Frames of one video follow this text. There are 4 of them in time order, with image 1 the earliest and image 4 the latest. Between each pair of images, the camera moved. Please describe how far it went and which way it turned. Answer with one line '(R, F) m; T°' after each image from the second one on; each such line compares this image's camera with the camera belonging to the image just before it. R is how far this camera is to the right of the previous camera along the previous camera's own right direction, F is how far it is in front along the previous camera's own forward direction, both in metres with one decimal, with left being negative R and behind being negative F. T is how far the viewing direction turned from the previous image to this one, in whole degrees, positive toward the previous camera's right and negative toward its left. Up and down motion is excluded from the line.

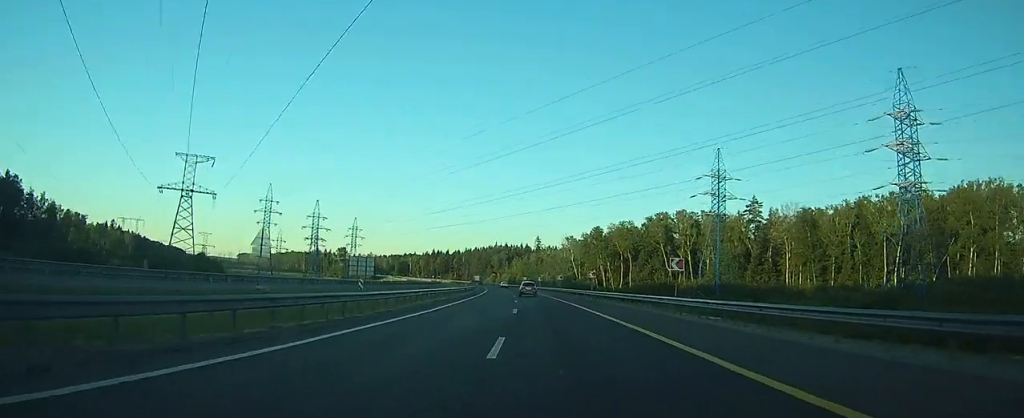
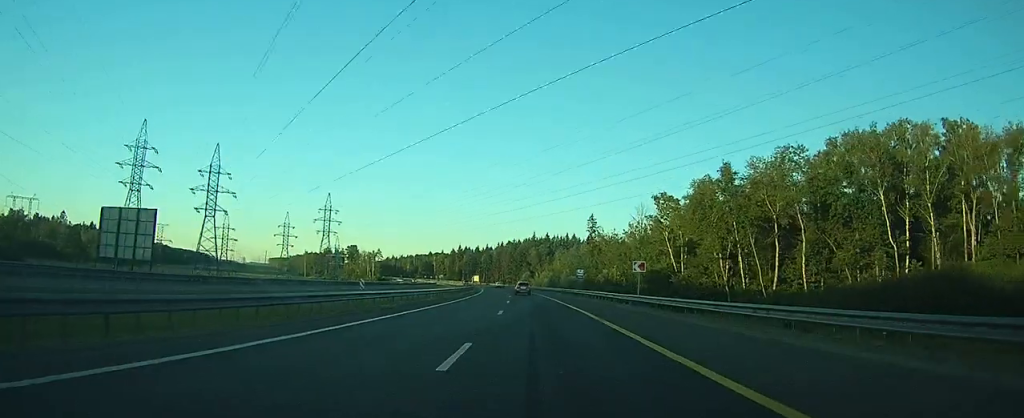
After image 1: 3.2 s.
(-4.4, +99.6) m; -5°
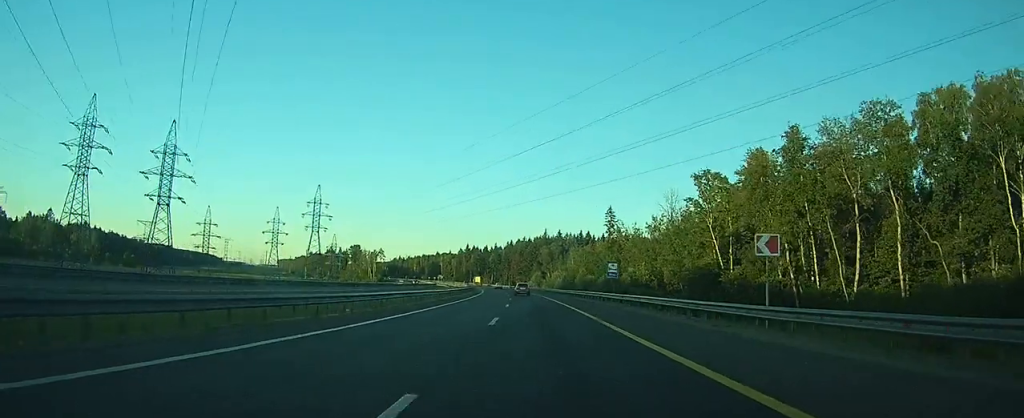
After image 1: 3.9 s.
(-0.2, +21.8) m; -1°
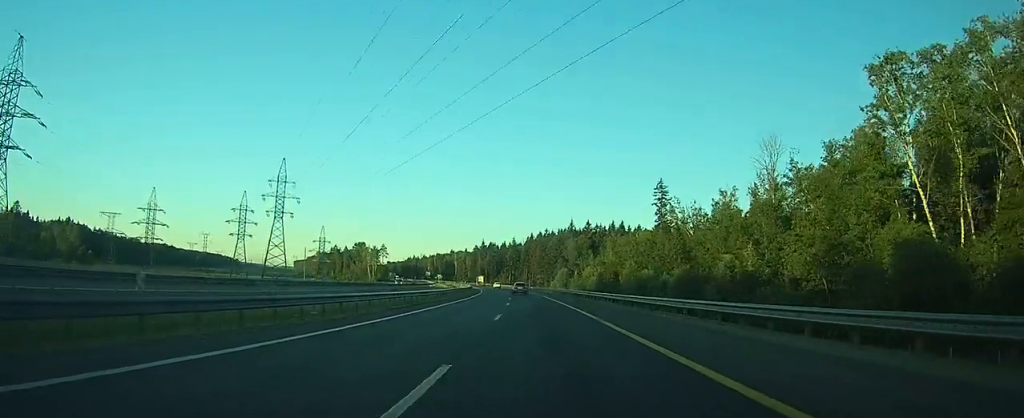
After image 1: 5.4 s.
(-0.7, +45.8) m; -2°
